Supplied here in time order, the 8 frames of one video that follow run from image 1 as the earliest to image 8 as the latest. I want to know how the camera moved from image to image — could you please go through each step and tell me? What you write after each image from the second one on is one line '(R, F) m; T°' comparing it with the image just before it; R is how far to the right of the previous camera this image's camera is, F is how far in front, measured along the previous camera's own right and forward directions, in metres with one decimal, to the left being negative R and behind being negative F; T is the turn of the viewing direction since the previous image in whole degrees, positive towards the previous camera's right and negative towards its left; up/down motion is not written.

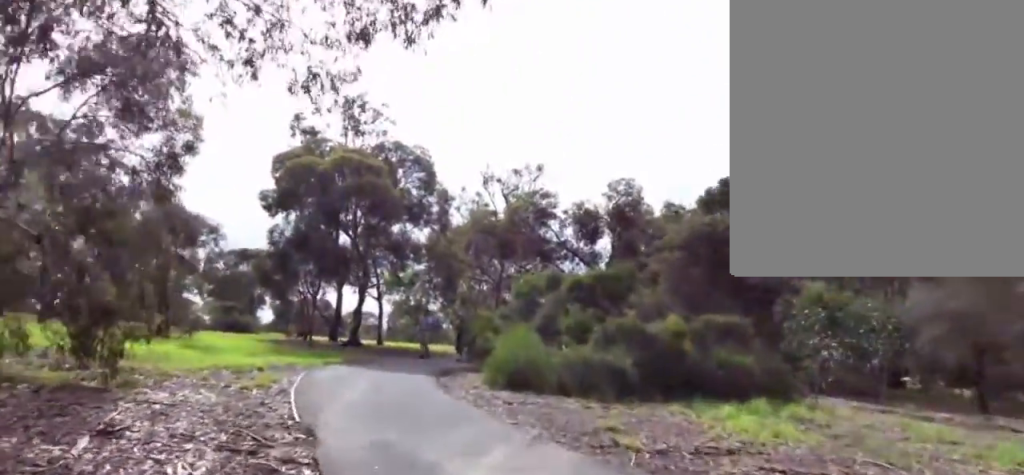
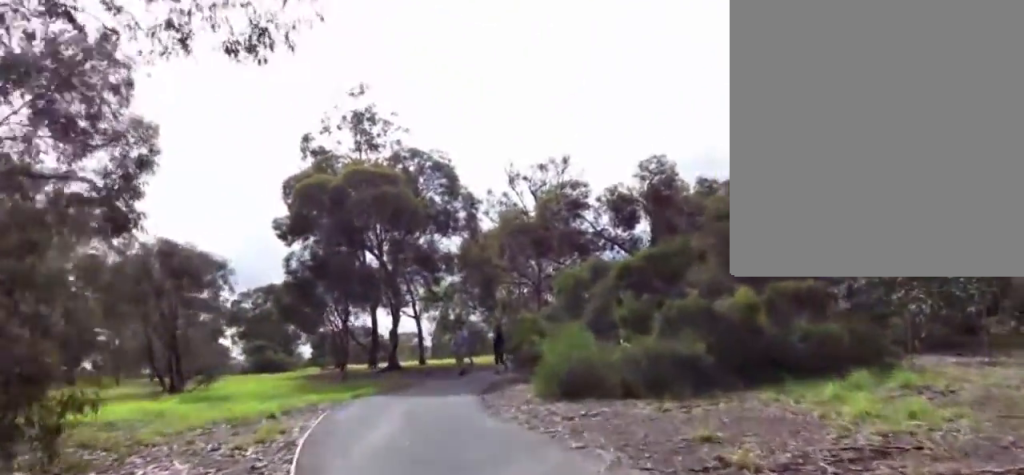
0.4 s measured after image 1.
(+0.4, +1.1) m; +2°
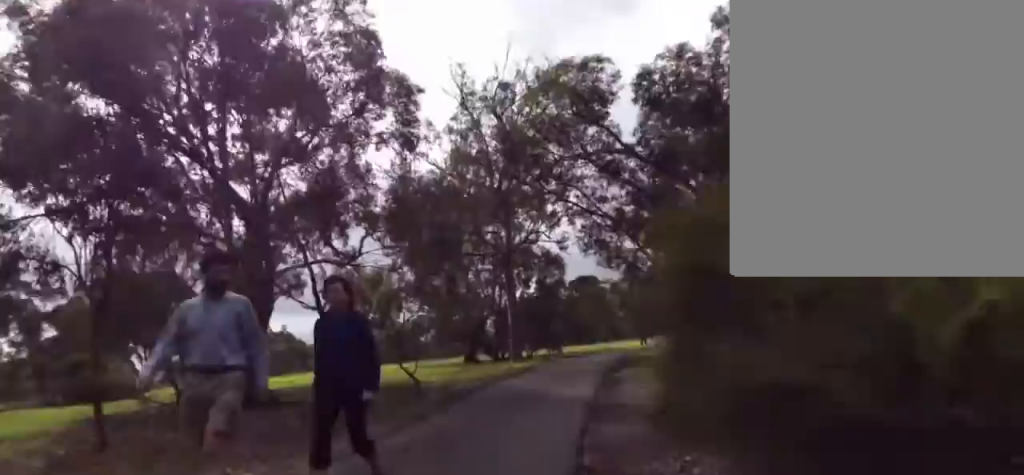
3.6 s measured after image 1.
(-1.3, +12.5) m; -5°
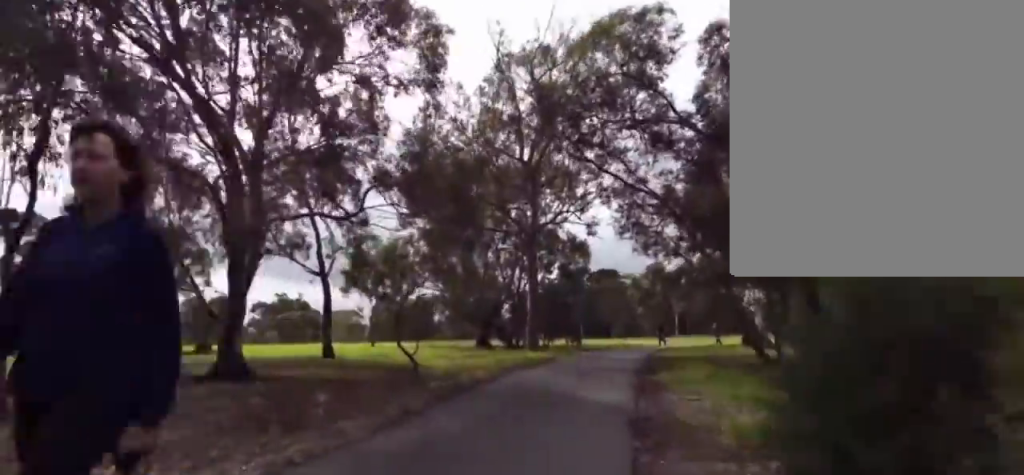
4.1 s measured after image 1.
(-0.2, +2.2) m; +4°
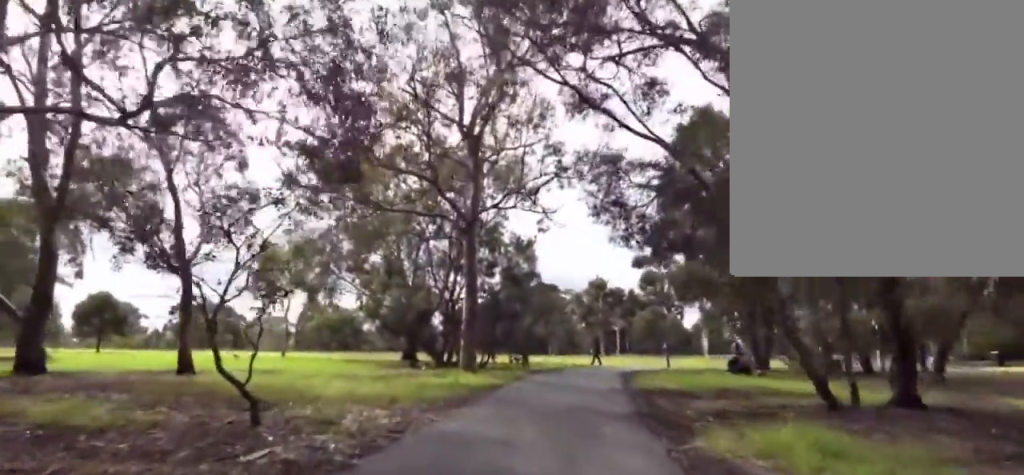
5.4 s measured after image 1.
(+0.6, +5.1) m; +17°
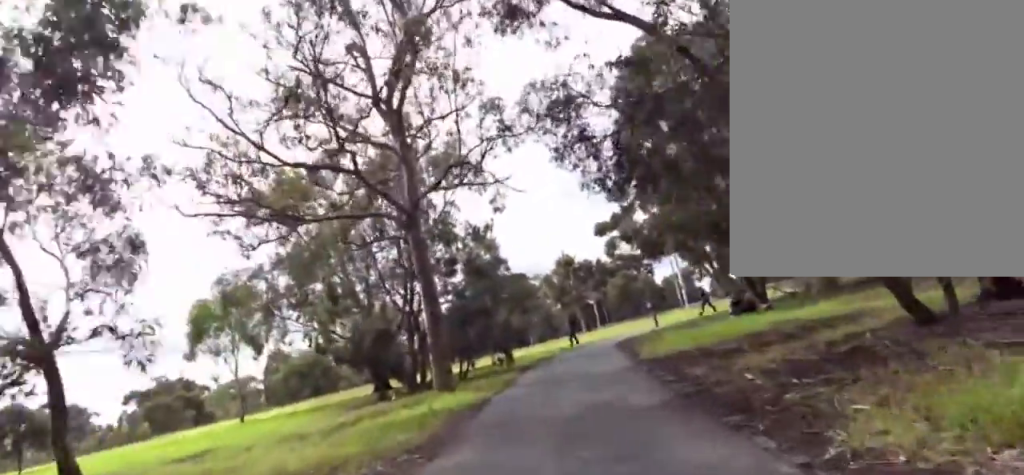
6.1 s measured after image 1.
(+0.2, +2.9) m; +5°
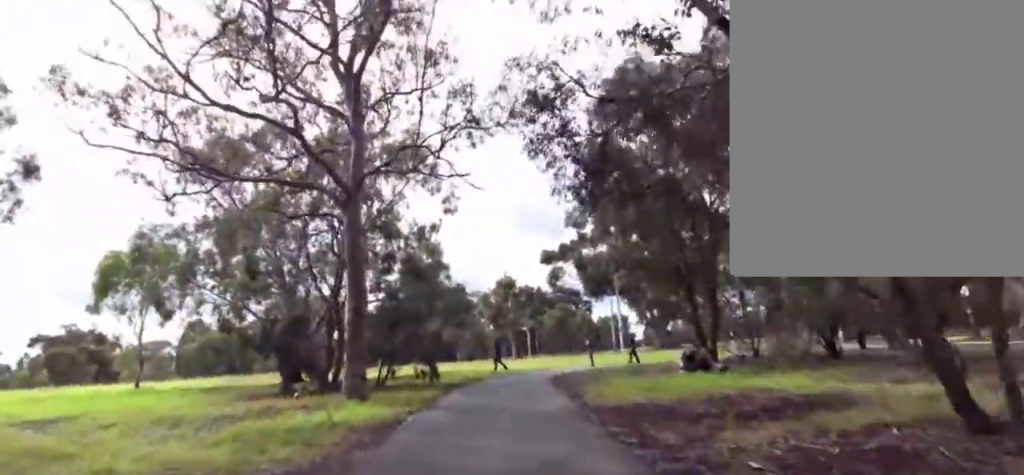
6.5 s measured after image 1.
(0.0, +1.8) m; +1°
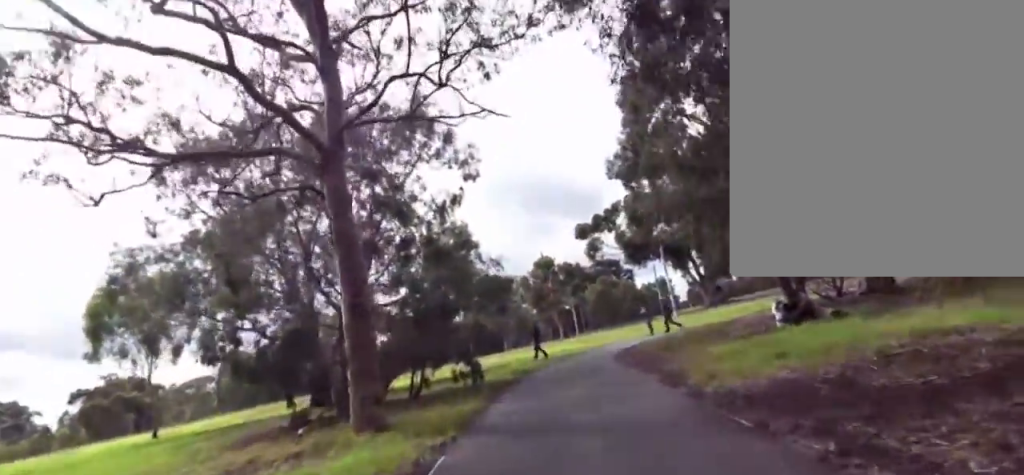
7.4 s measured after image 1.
(+0.1, +3.6) m; +7°
